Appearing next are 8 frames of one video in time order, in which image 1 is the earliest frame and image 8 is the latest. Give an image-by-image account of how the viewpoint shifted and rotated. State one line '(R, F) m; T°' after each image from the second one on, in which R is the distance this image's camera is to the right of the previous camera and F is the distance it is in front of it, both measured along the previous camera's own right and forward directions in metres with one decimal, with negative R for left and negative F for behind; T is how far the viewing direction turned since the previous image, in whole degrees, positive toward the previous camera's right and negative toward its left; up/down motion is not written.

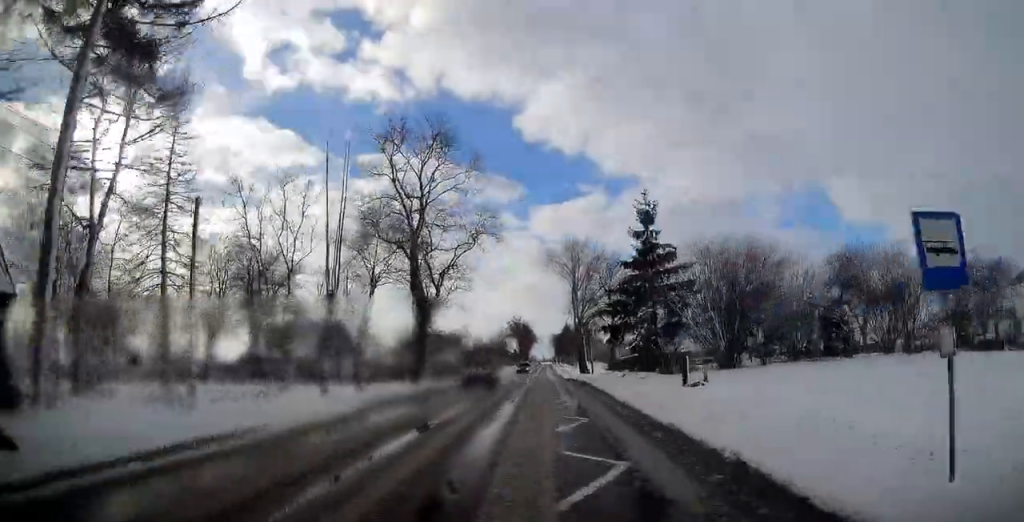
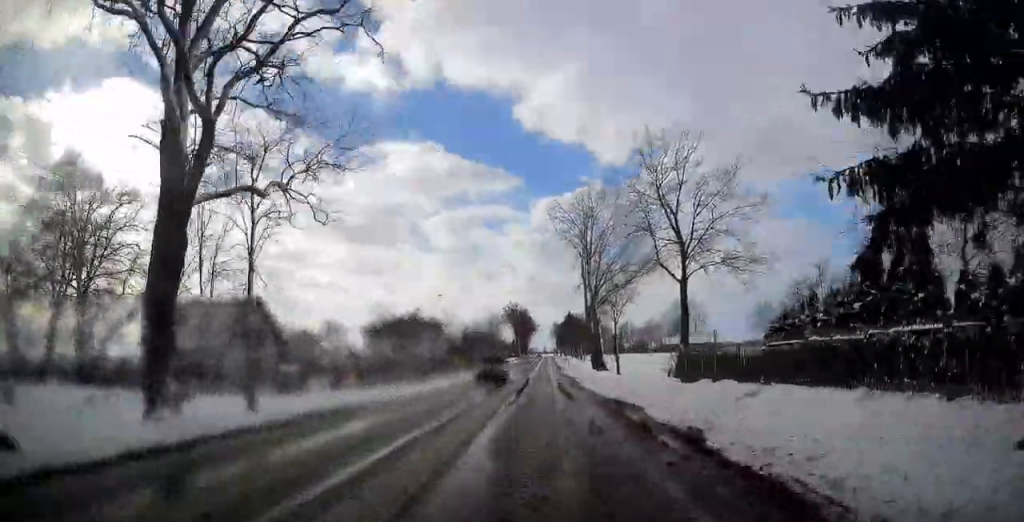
(+0.2, +26.8) m; 0°
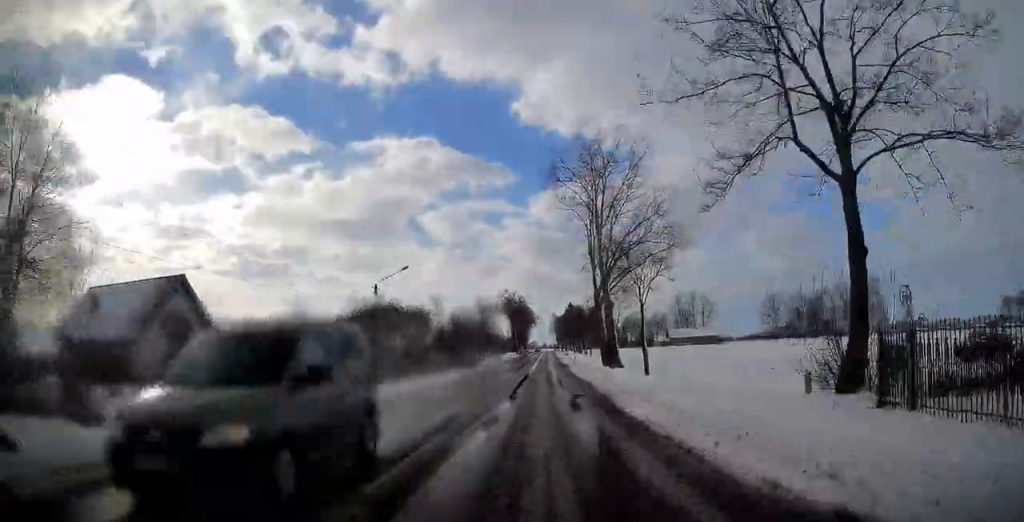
(0.0, +14.7) m; 0°
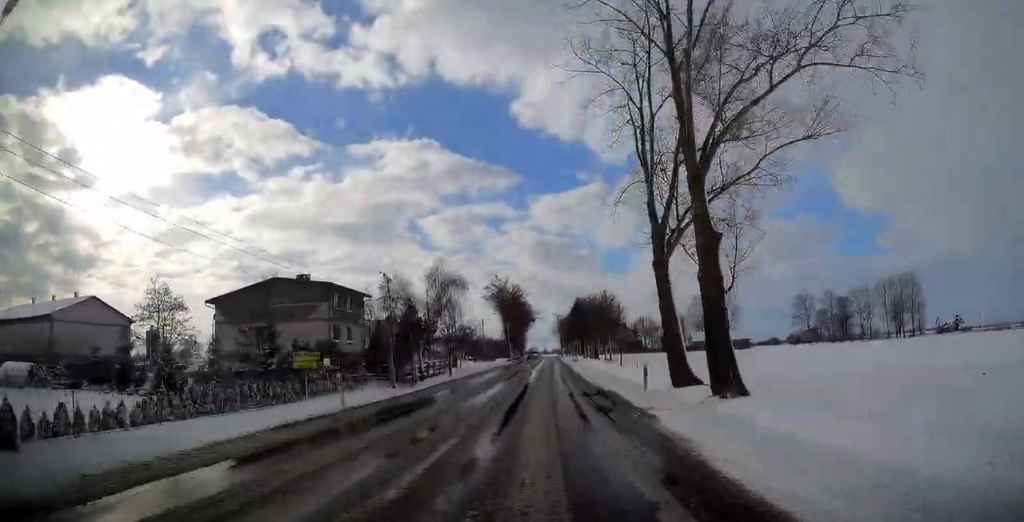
(-0.1, +35.6) m; 0°
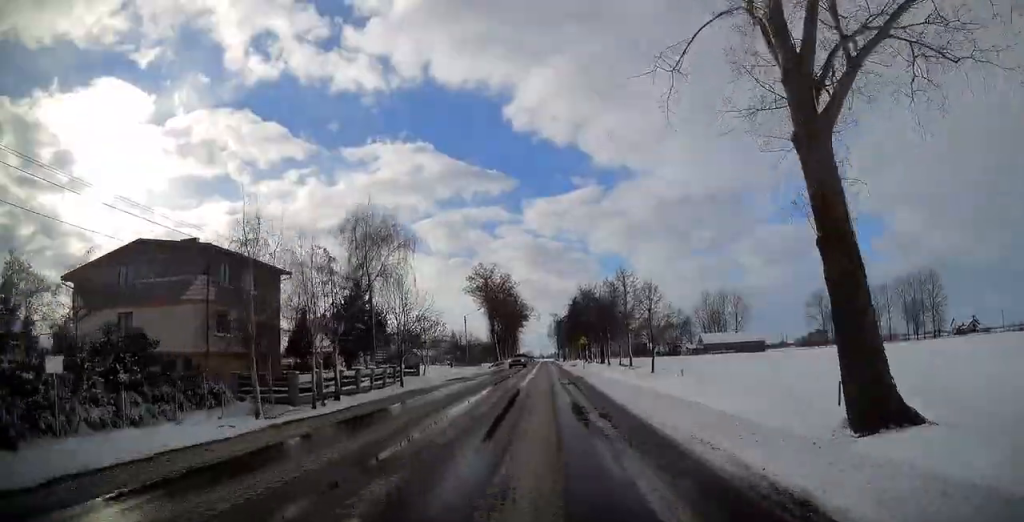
(0.0, +19.4) m; 0°
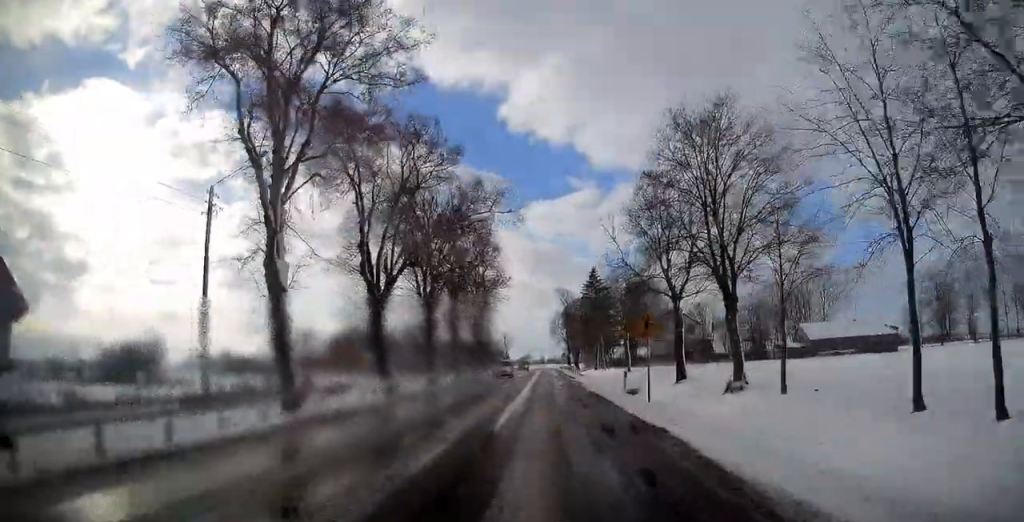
(+0.3, +77.0) m; 0°
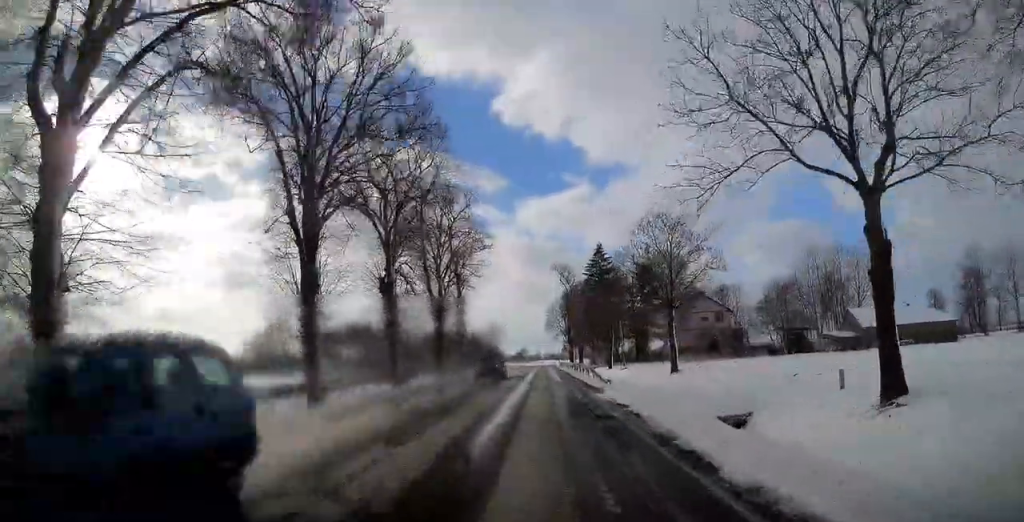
(0.0, +21.5) m; 0°
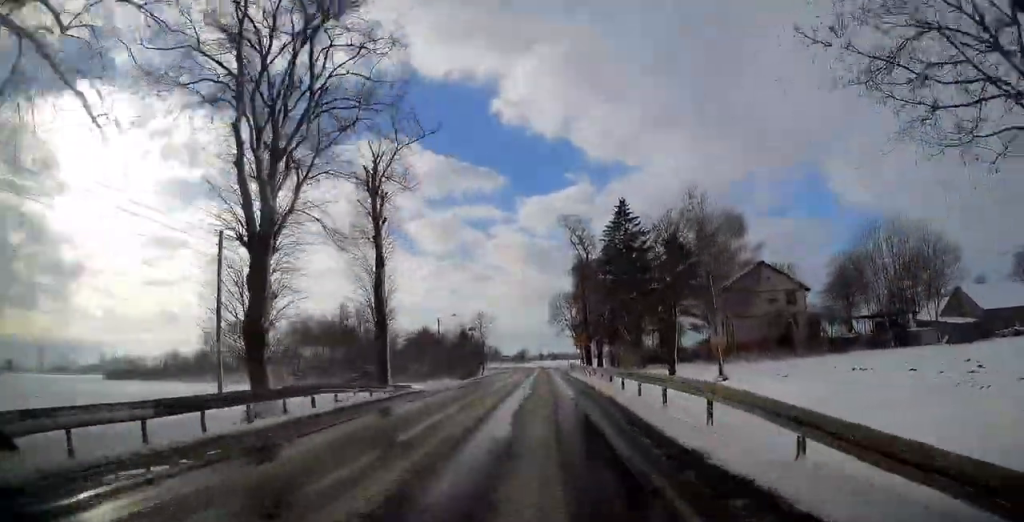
(+0.2, +29.0) m; 0°
